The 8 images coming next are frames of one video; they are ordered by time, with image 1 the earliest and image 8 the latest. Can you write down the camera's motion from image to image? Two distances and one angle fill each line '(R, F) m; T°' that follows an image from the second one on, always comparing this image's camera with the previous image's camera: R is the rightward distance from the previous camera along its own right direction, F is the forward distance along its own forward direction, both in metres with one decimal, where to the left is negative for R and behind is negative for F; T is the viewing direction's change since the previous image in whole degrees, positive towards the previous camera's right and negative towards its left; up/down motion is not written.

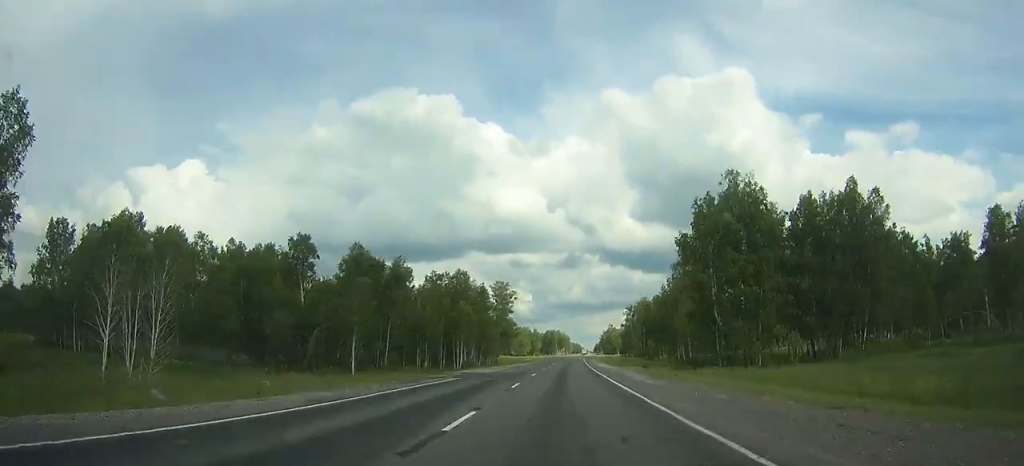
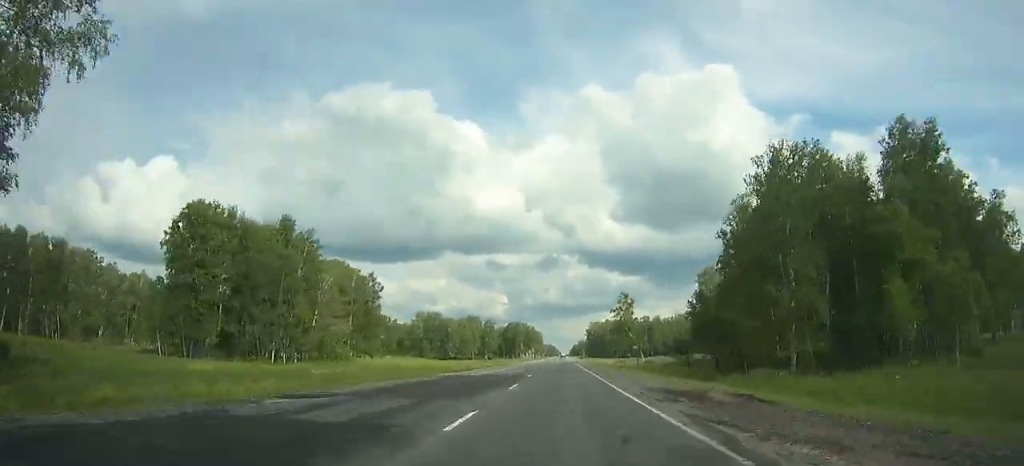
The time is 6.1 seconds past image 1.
(+16.7, +157.9) m; +2°
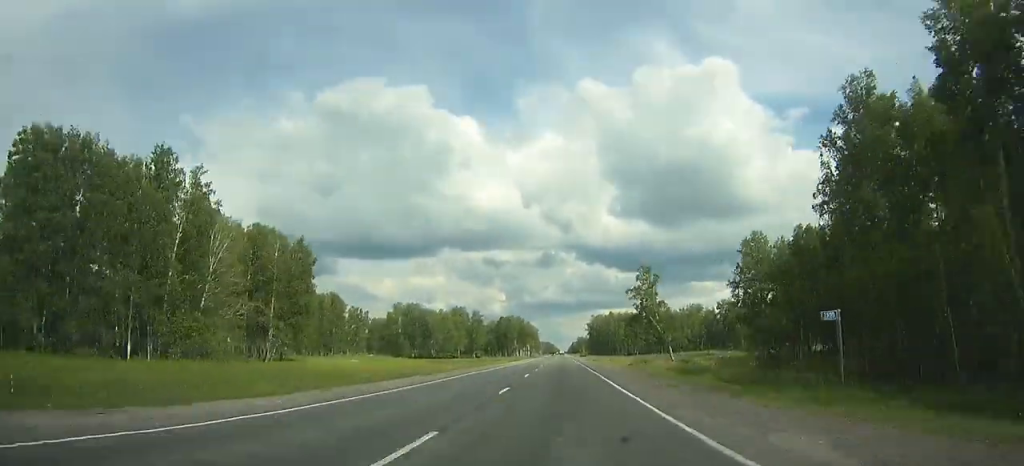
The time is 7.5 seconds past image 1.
(-6.0, +42.7) m; -2°
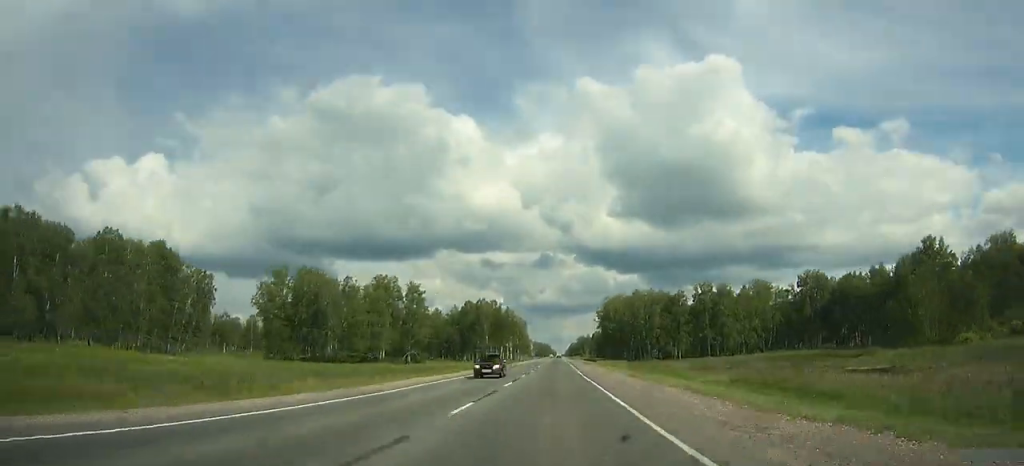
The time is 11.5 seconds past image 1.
(-1.9, +122.0) m; +1°
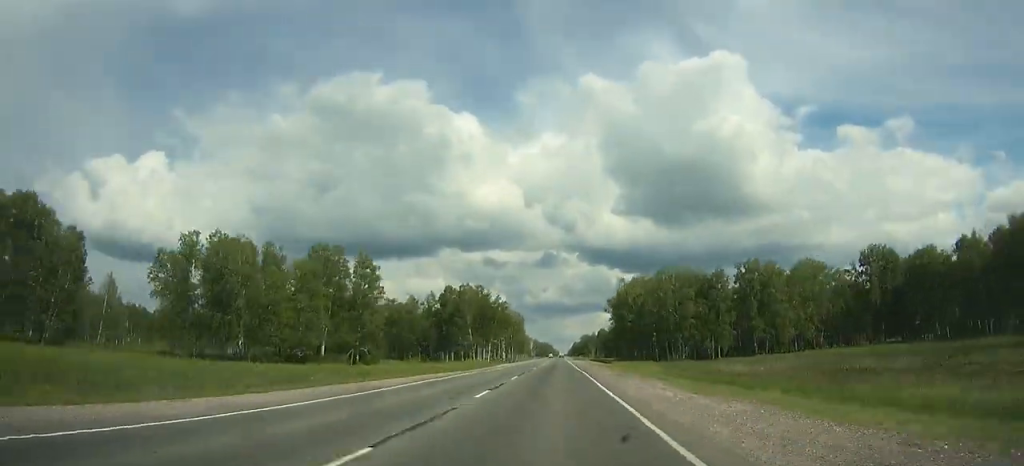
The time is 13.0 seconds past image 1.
(+0.6, +44.8) m; +1°
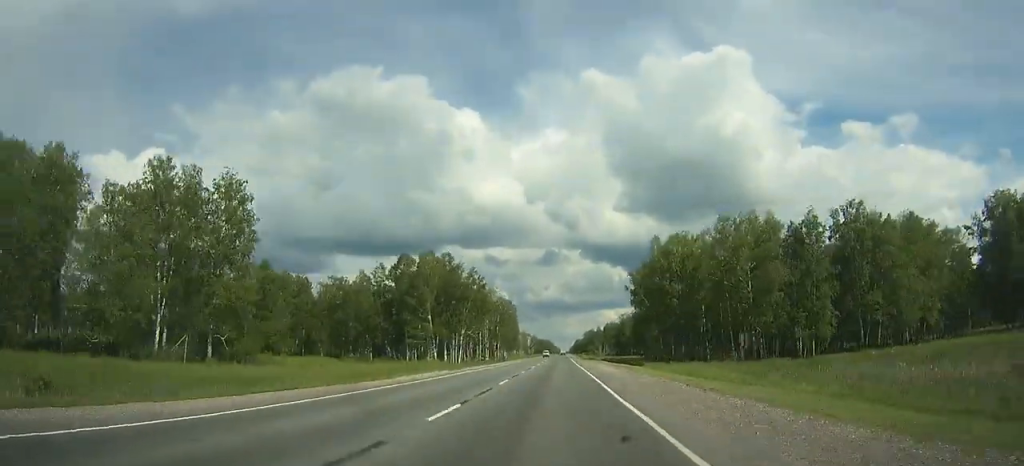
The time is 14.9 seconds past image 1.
(+0.4, +56.7) m; 0°
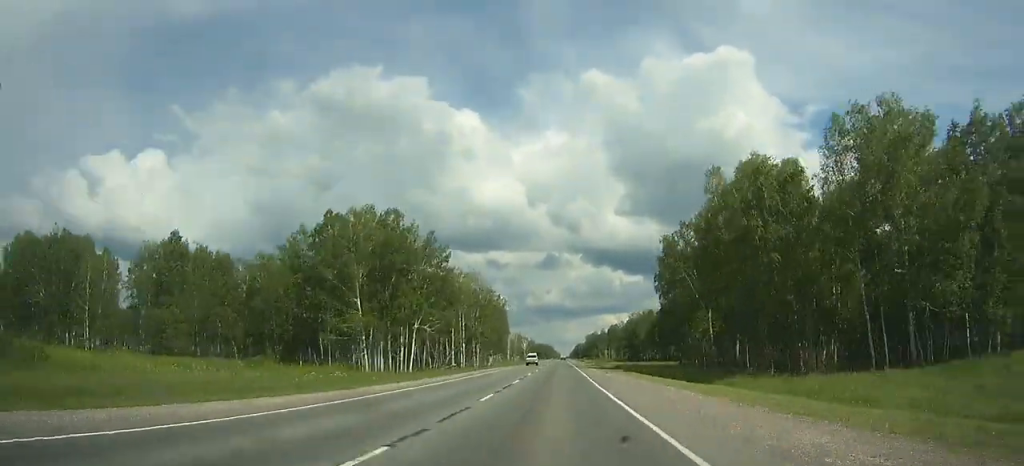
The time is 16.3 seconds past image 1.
(-0.1, +43.0) m; 0°
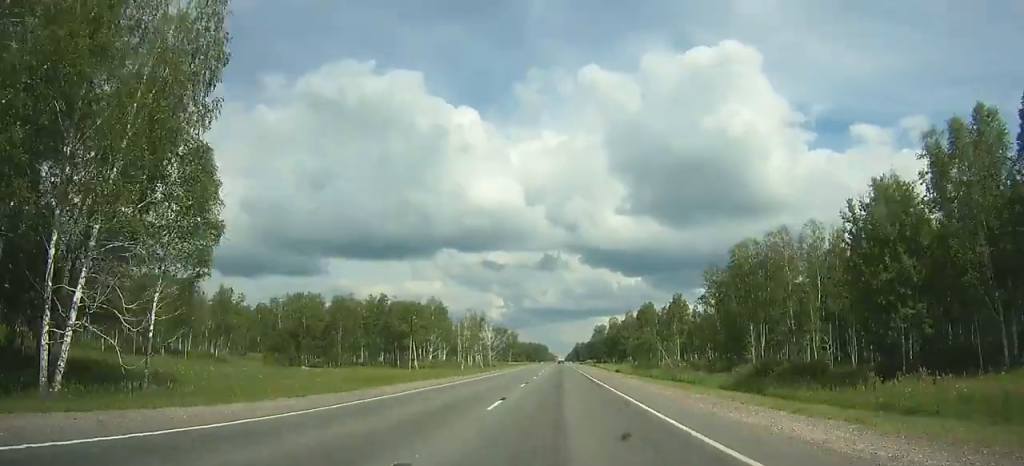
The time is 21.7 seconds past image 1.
(+0.1, +163.7) m; 0°
